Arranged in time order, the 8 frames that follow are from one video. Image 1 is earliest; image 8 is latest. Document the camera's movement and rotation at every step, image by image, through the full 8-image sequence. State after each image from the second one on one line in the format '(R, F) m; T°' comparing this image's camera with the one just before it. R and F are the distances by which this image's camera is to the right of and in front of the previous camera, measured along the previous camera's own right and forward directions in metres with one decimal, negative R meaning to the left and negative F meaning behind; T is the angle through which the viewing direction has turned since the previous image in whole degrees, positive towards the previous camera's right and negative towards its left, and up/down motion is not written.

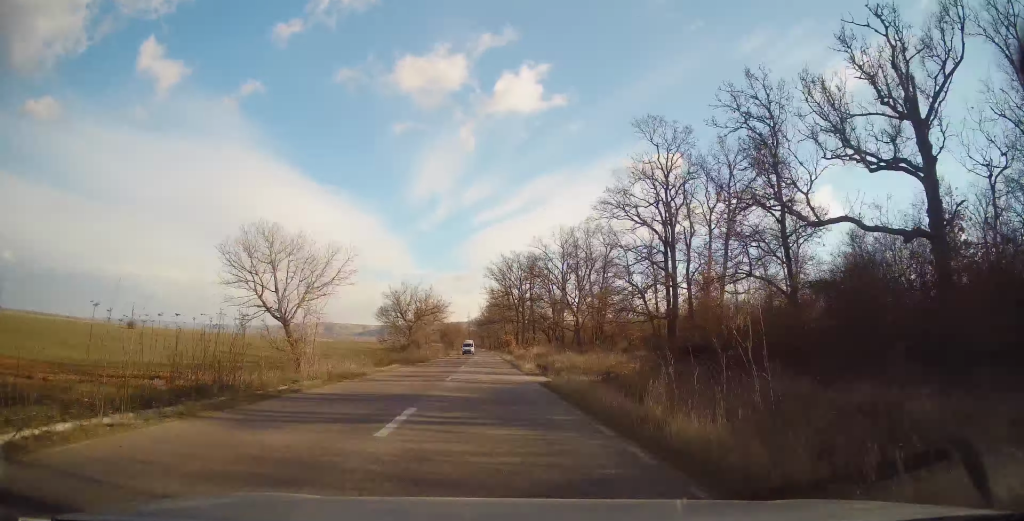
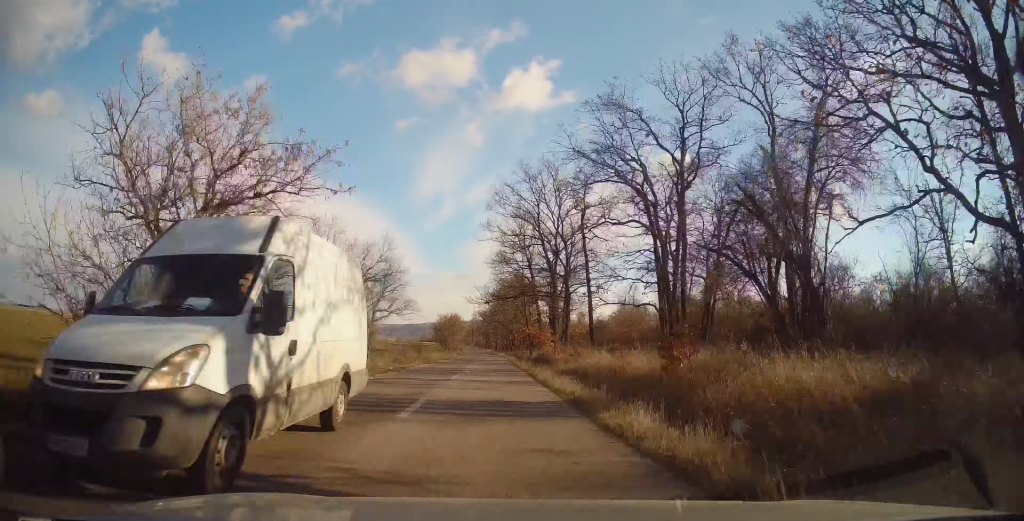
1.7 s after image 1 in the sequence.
(+0.7, +45.5) m; +1°
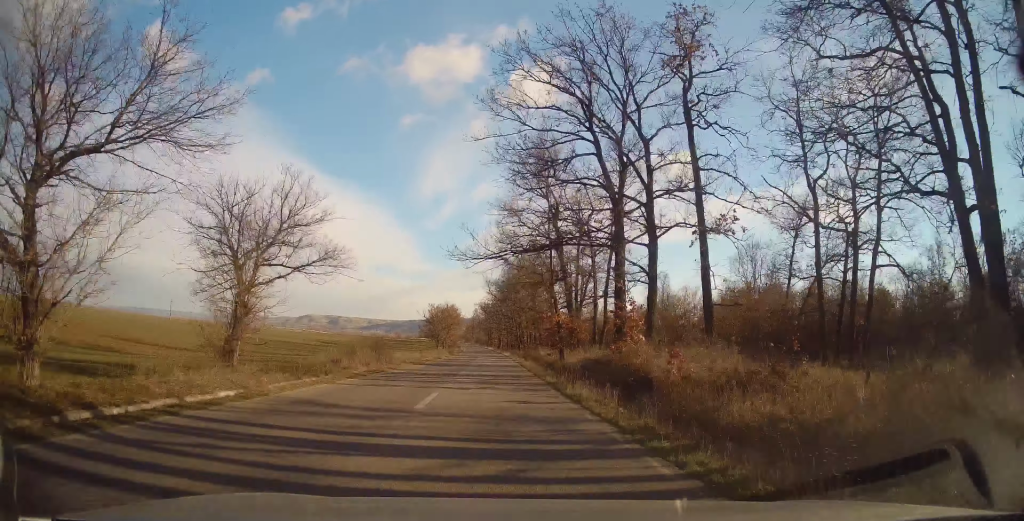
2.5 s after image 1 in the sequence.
(-0.4, +23.1) m; -1°
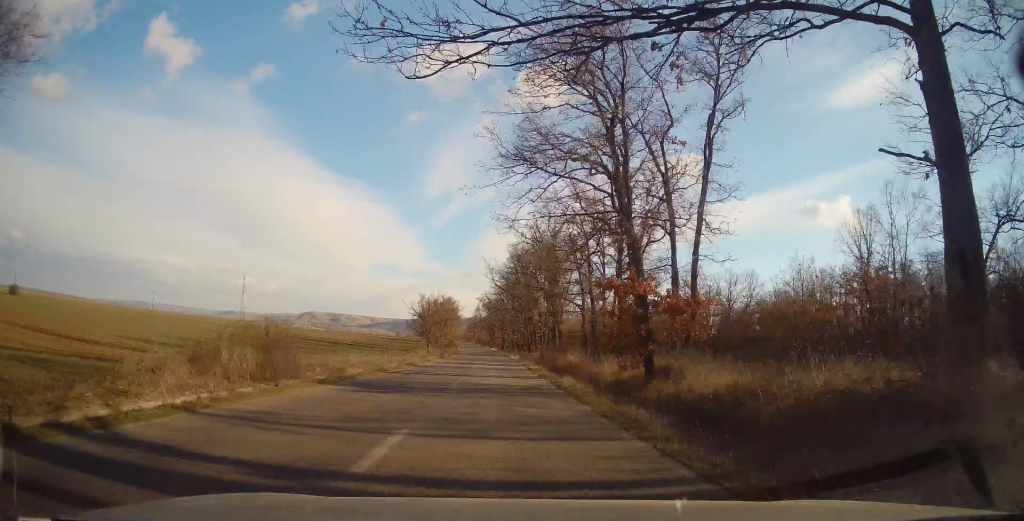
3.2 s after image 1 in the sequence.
(-0.1, +17.7) m; 0°
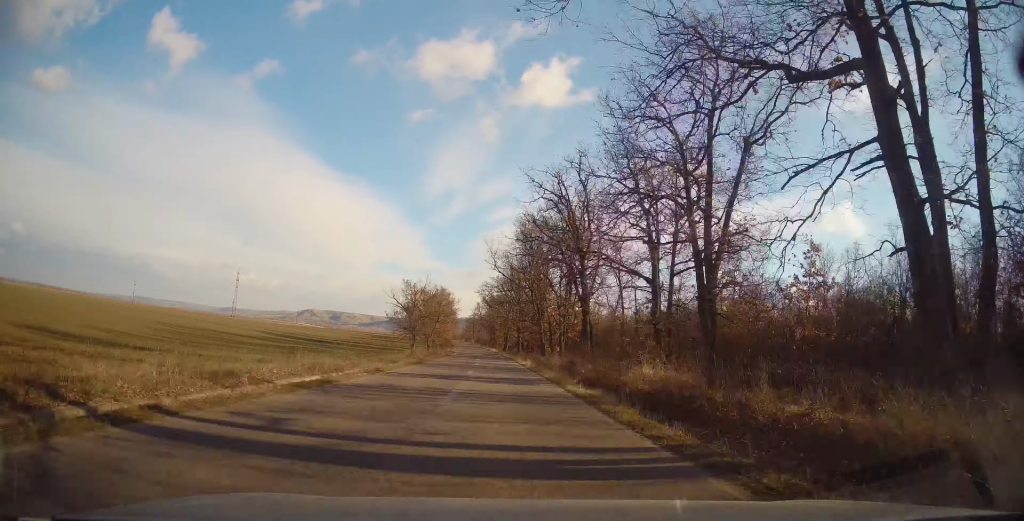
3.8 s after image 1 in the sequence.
(-0.1, +16.5) m; 0°
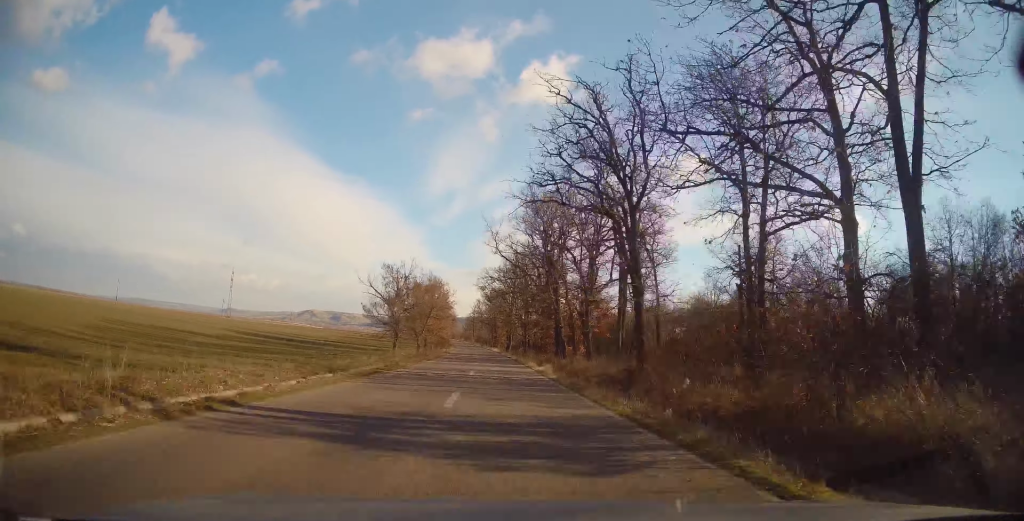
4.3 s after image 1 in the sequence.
(+0.3, +13.3) m; 0°
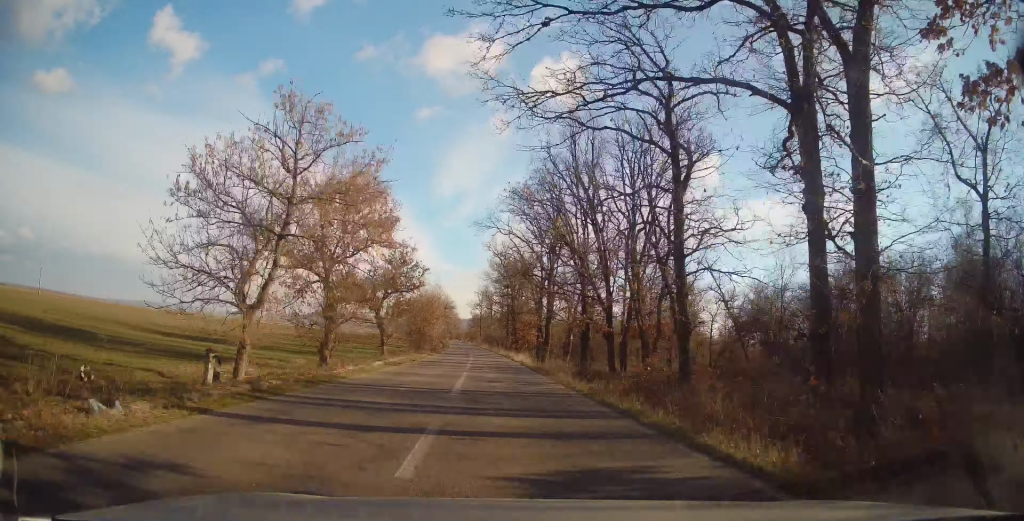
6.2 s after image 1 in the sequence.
(-1.0, +53.1) m; -3°
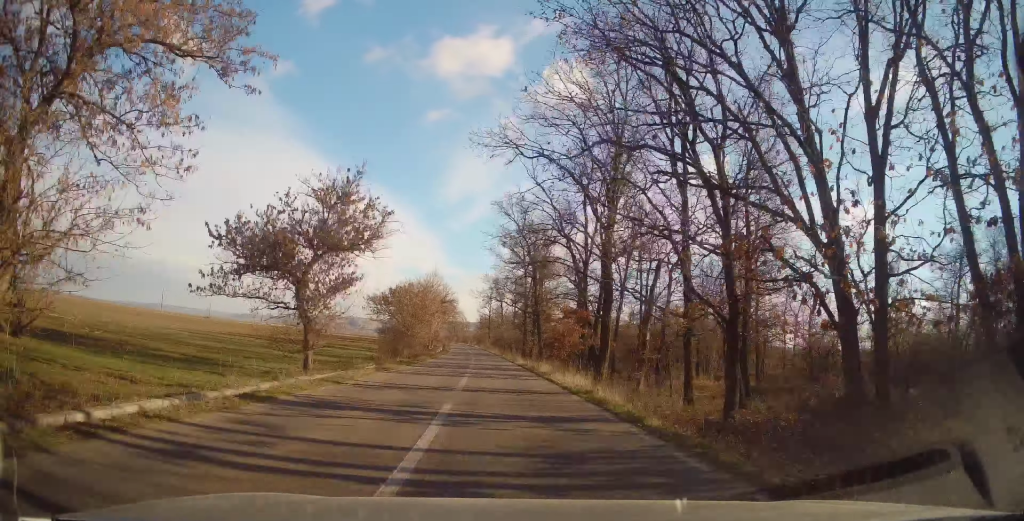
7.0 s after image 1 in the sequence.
(-0.2, +22.2) m; -1°
